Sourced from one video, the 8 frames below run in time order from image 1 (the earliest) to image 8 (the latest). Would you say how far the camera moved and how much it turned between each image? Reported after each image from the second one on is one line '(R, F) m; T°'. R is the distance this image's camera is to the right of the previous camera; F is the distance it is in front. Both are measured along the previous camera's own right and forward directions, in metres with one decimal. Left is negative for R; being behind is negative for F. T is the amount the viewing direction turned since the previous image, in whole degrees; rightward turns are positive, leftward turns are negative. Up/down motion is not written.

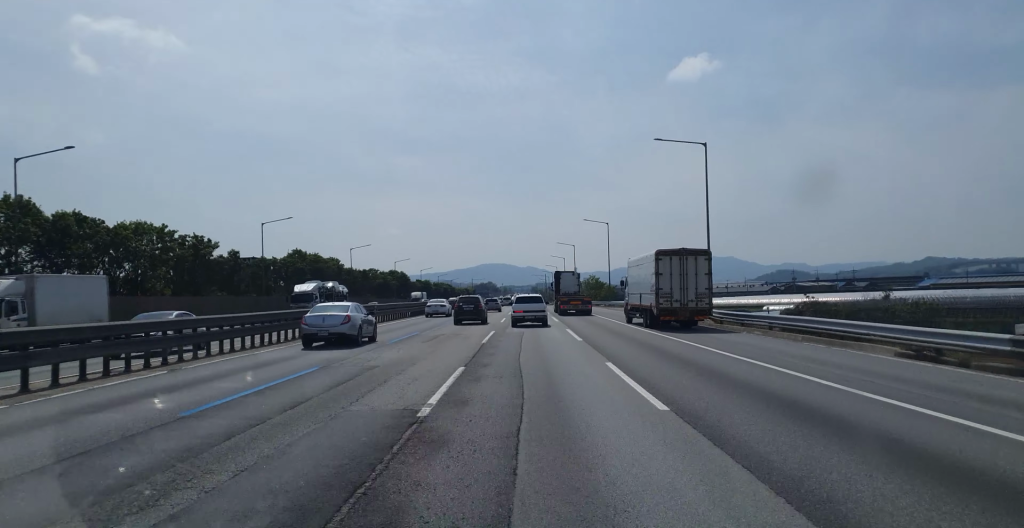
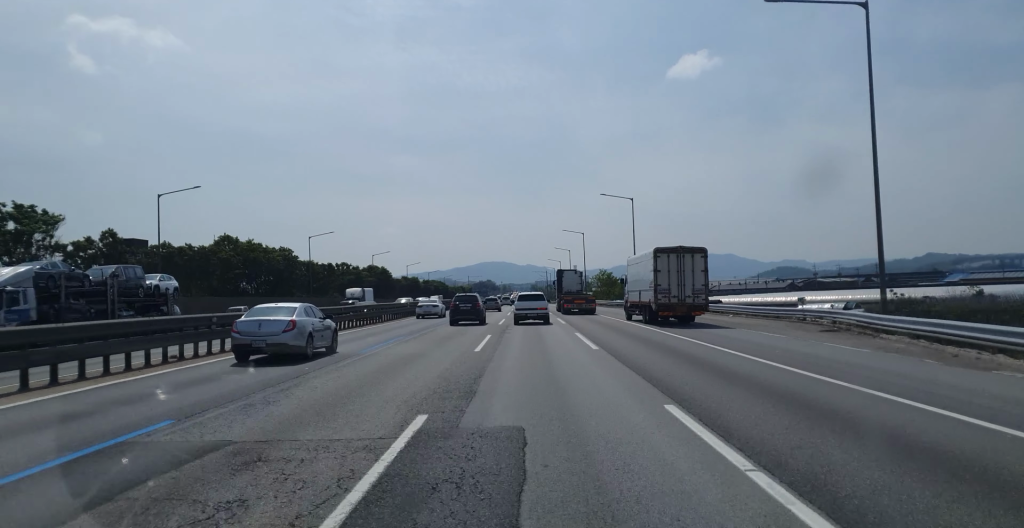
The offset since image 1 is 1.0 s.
(+0.1, +25.9) m; 0°
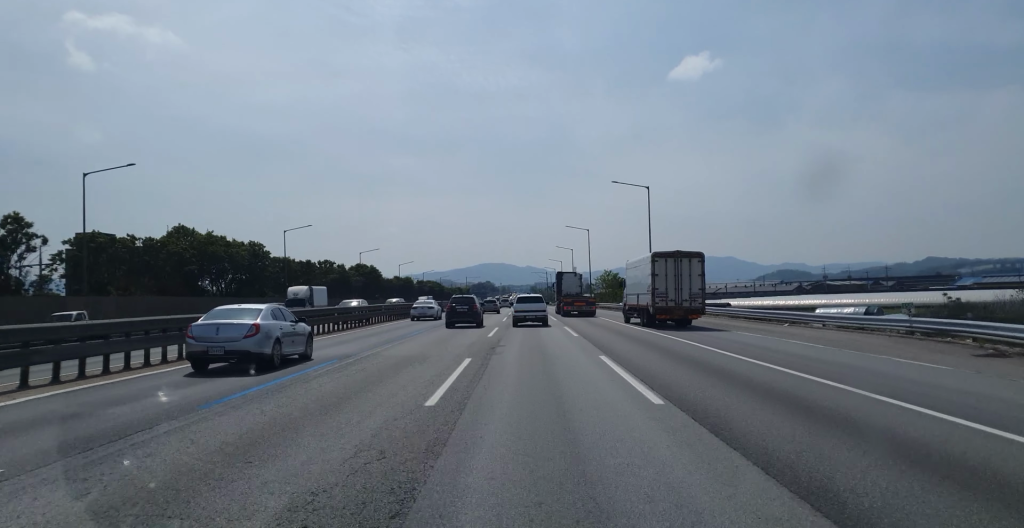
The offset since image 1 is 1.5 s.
(0.0, +10.8) m; 0°
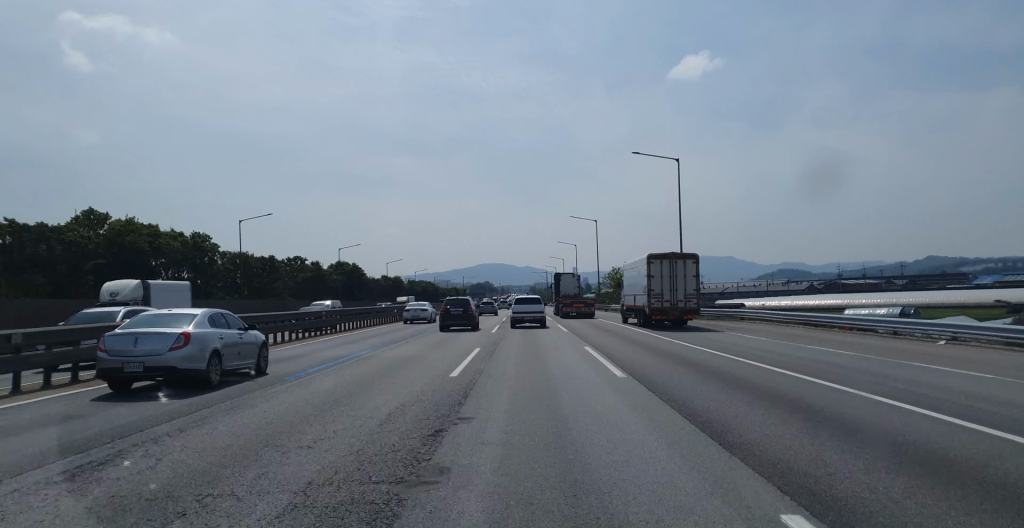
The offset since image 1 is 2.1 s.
(0.0, +15.1) m; -1°
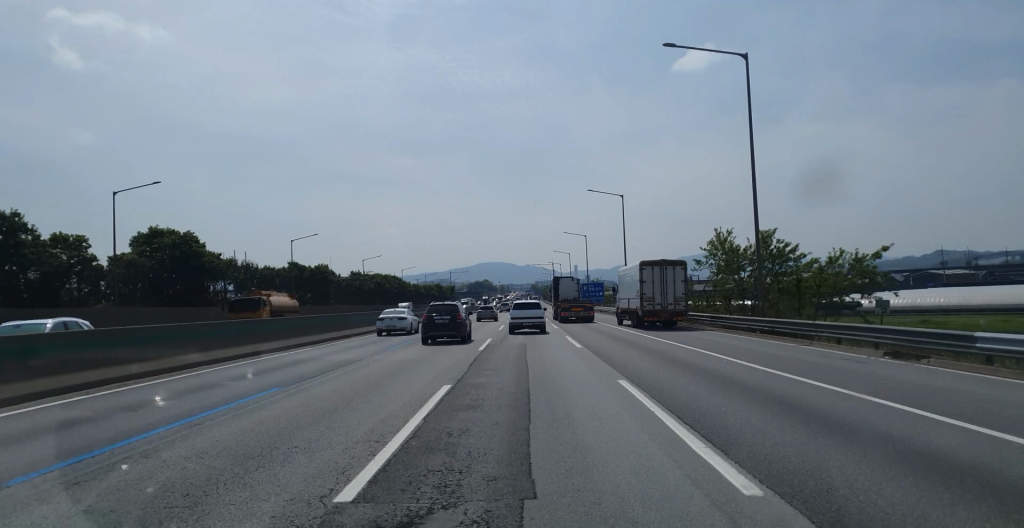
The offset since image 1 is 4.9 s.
(-0.4, +70.5) m; 0°
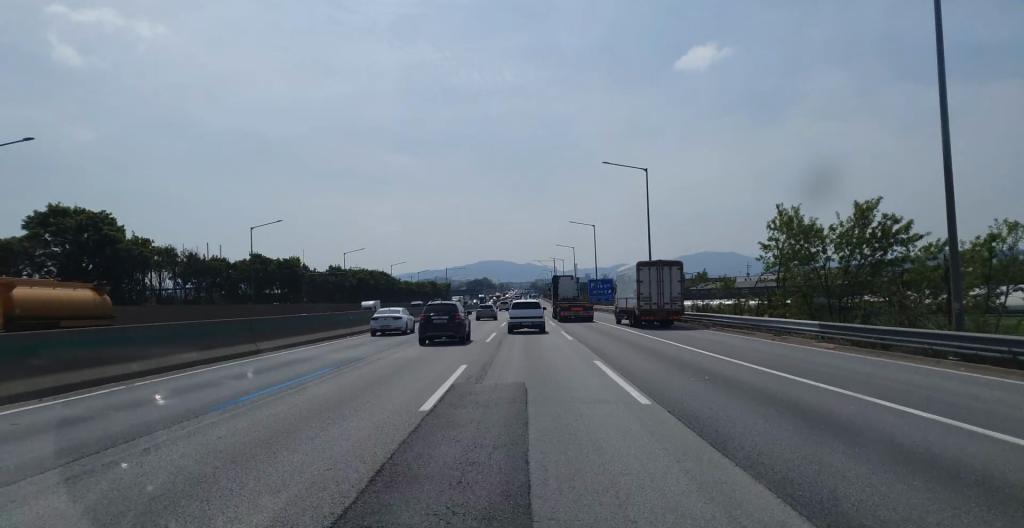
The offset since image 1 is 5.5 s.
(-0.1, +15.1) m; 0°
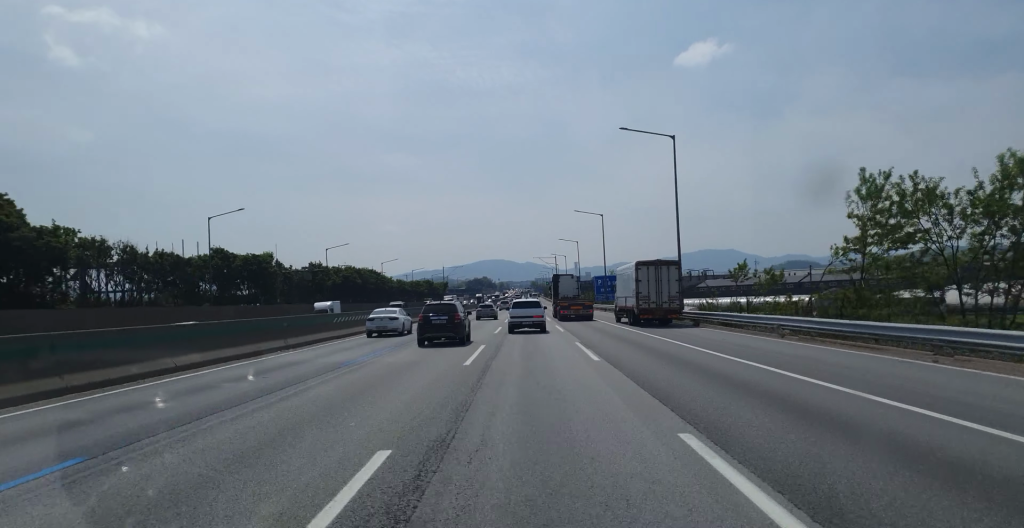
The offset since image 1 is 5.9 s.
(+0.2, +11.7) m; 0°
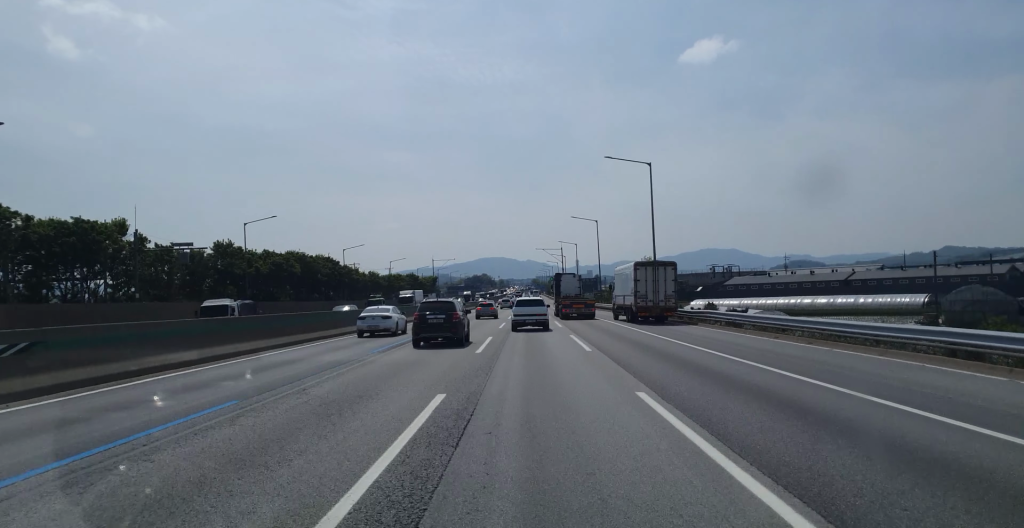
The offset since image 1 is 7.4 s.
(+0.2, +35.7) m; 0°
